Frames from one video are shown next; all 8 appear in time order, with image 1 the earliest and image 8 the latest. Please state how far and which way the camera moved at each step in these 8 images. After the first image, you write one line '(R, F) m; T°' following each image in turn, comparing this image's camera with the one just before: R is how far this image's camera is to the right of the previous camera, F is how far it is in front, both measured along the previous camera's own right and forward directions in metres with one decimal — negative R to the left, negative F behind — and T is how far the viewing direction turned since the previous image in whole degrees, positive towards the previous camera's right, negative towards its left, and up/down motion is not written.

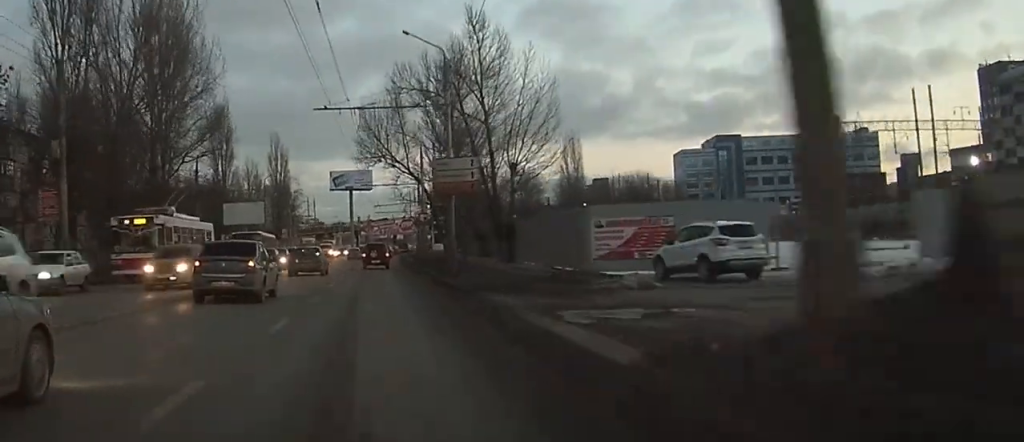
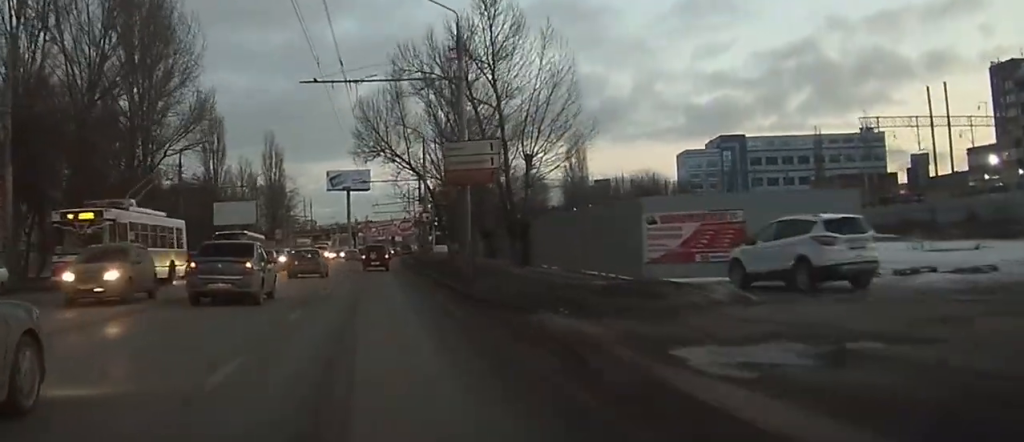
(0.0, +6.0) m; 0°
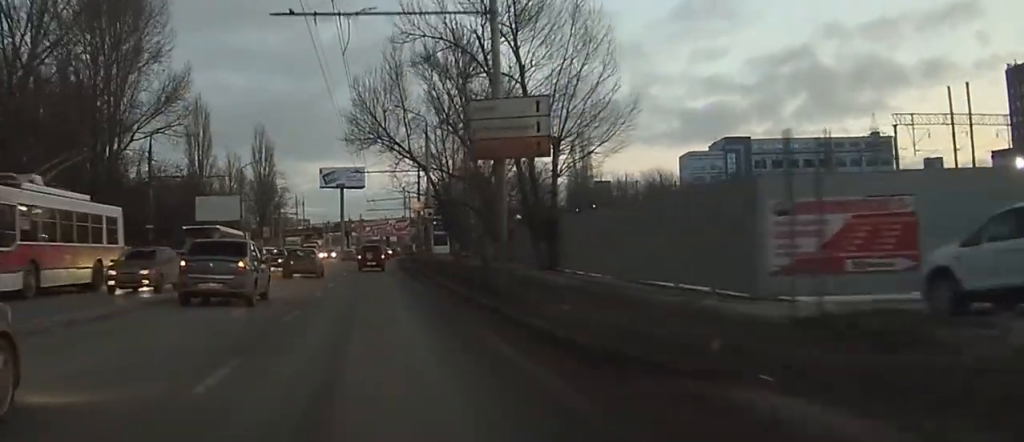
(0.0, +8.5) m; 0°
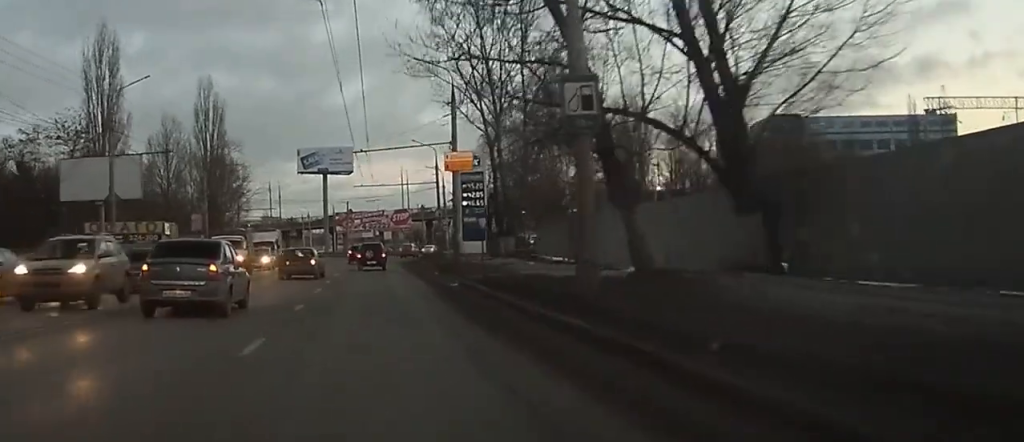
(+0.6, +43.0) m; +1°
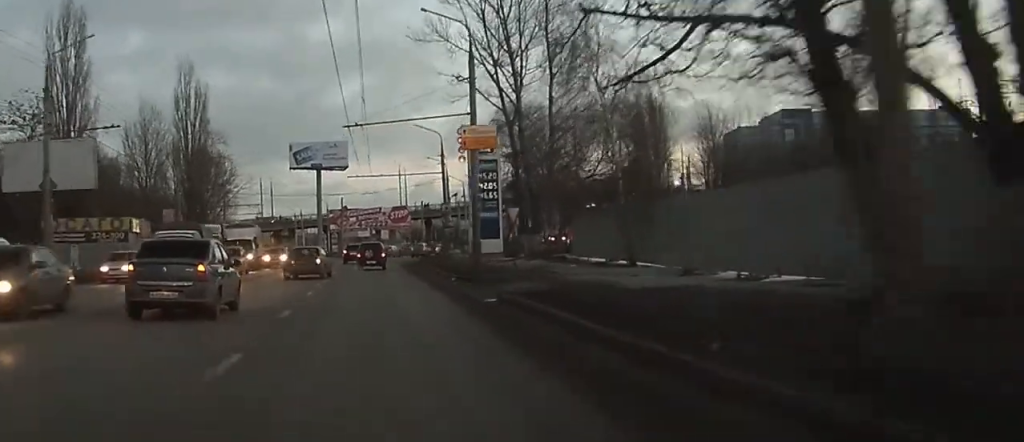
(0.0, +9.1) m; 0°
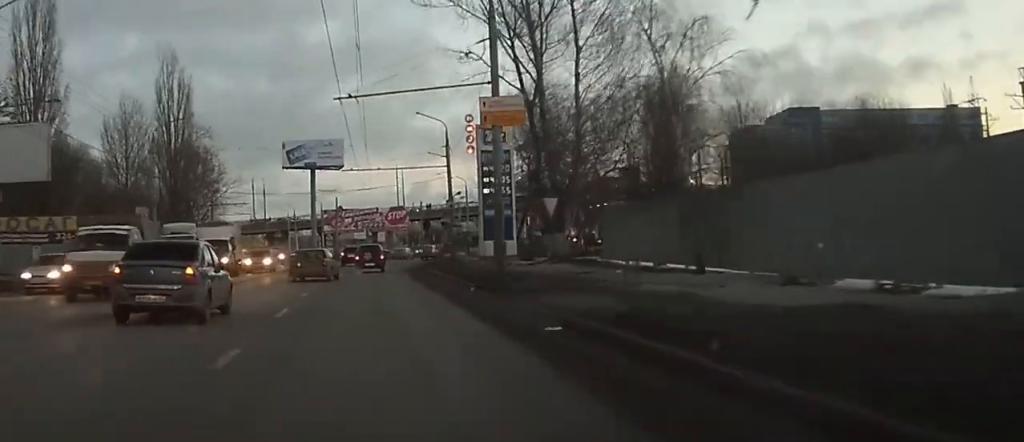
(0.0, +7.7) m; 0°
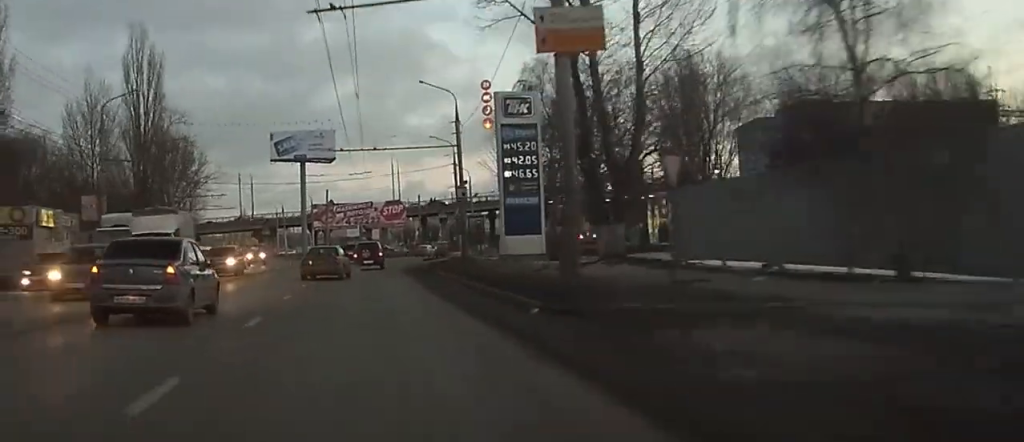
(0.0, +12.1) m; 0°
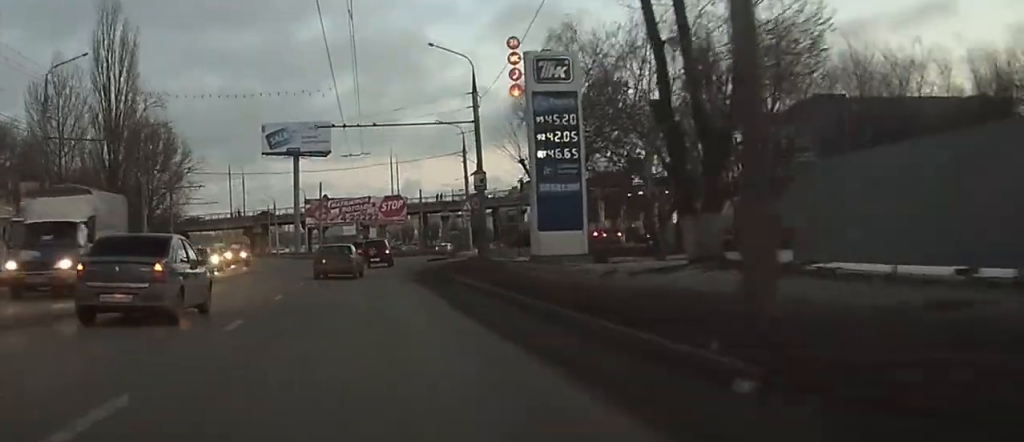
(0.0, +10.4) m; 0°
